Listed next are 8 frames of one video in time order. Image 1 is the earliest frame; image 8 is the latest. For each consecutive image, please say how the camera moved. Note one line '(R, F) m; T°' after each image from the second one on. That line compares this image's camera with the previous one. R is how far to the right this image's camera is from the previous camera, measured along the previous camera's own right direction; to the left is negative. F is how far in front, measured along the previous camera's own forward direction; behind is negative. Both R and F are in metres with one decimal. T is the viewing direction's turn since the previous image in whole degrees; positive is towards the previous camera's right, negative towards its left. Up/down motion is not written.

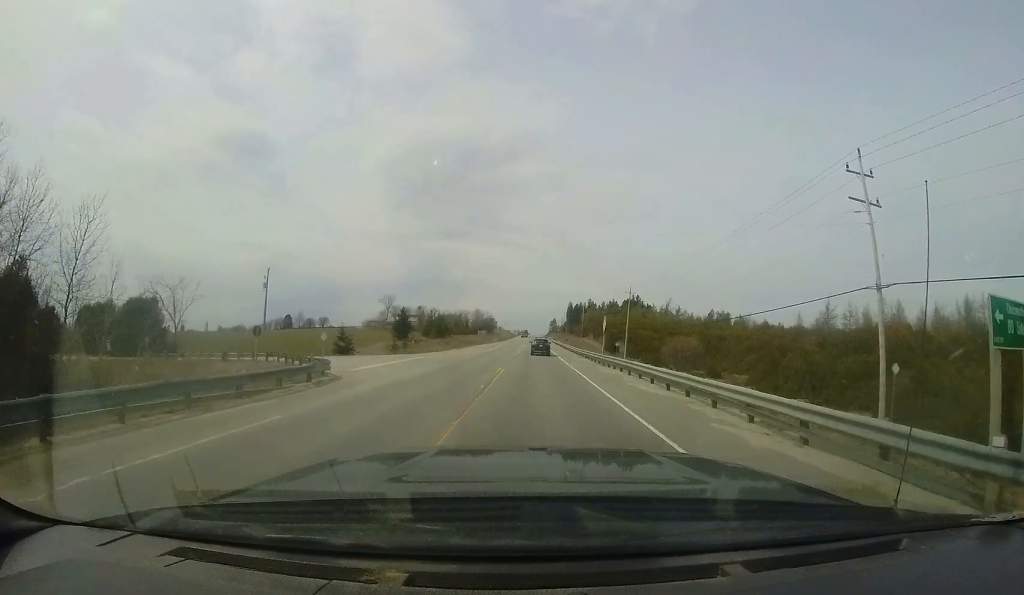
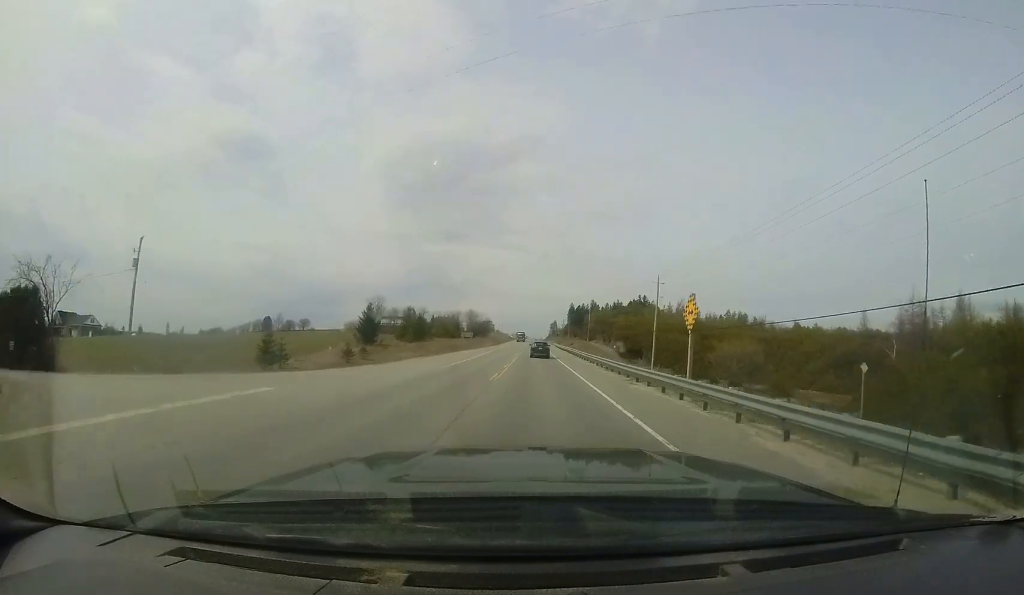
(0.0, +18.2) m; 0°
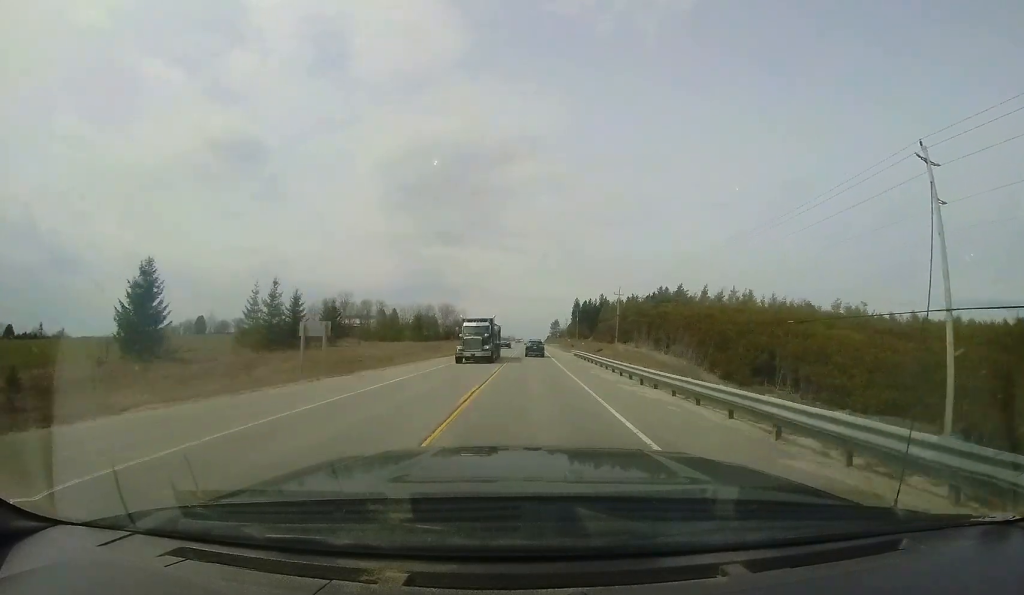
(0.0, +45.5) m; 0°
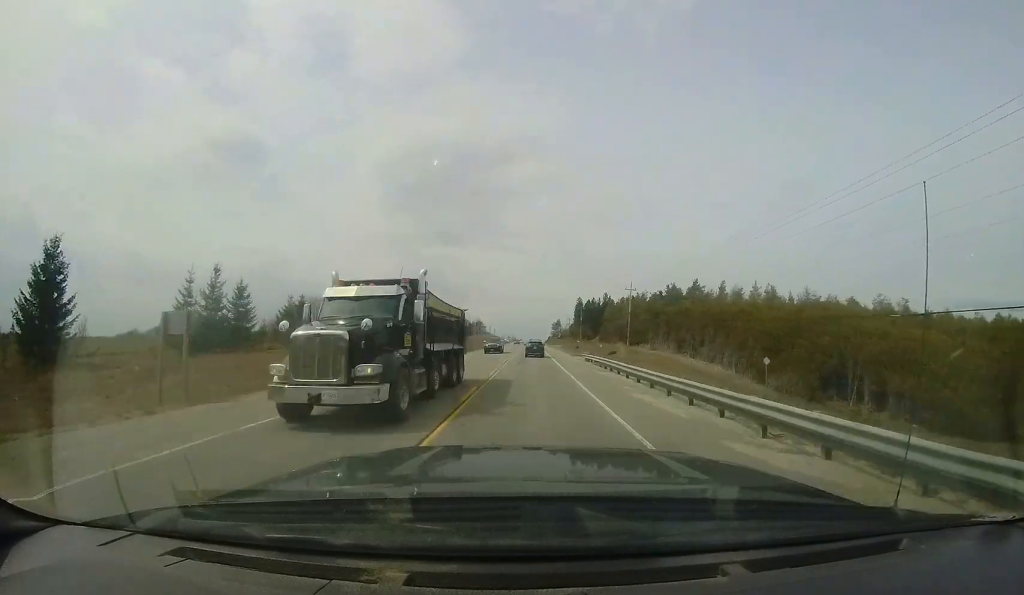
(0.0, +9.1) m; 0°
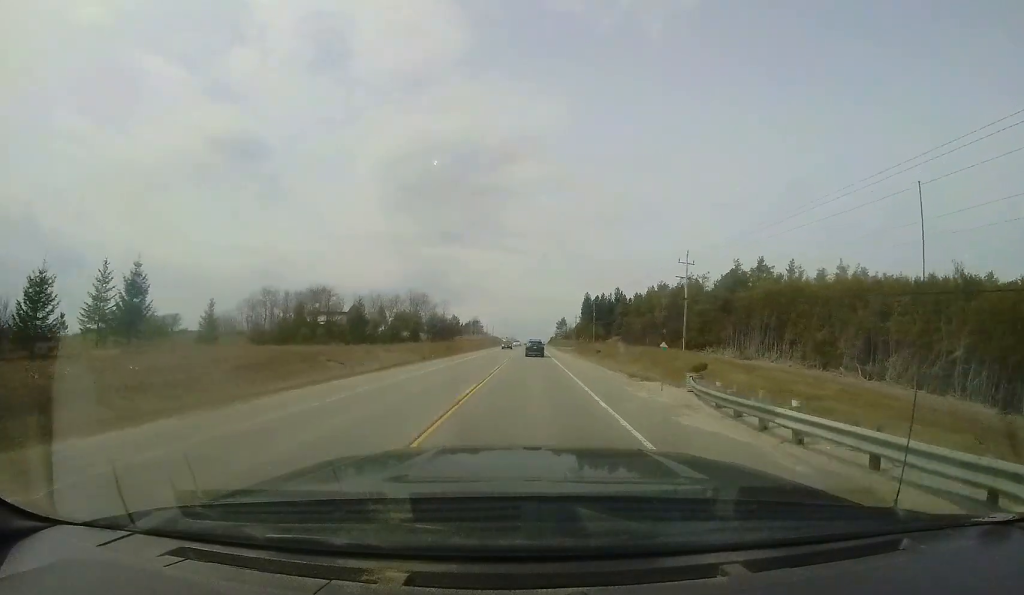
(+0.1, +25.7) m; 0°
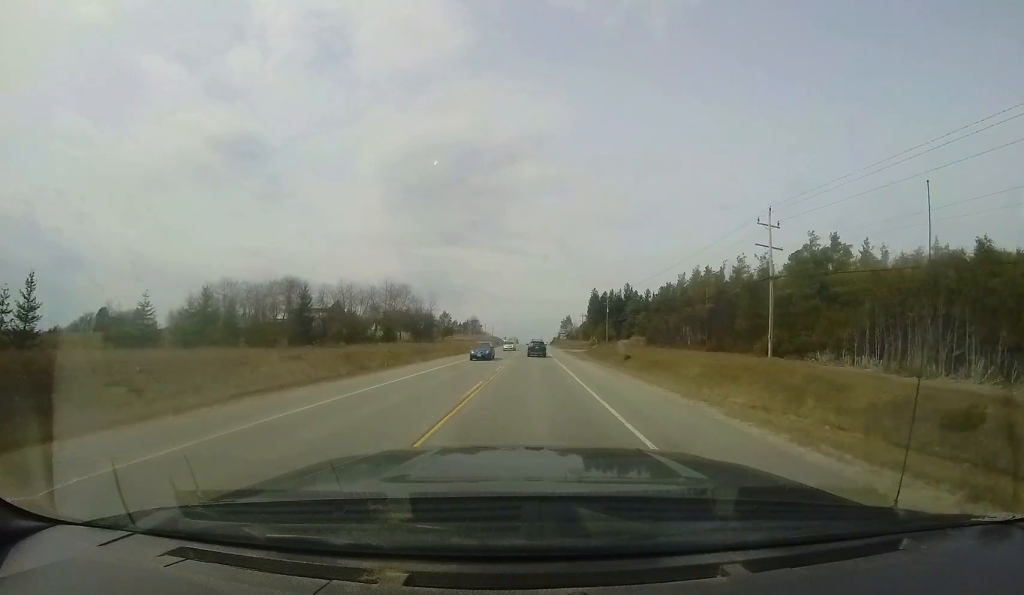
(+0.1, +16.6) m; 0°
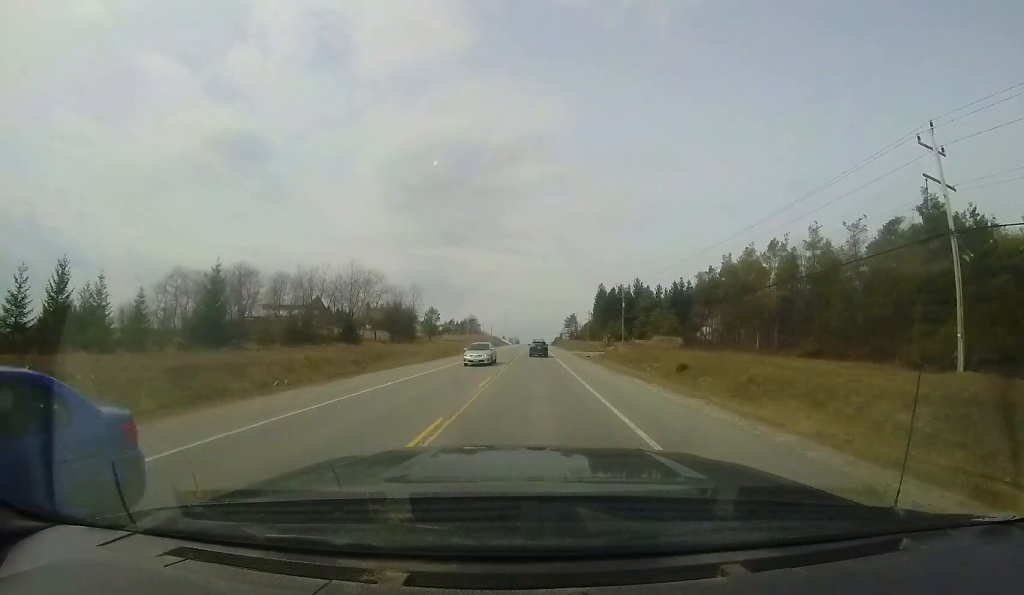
(-0.3, +15.2) m; 0°
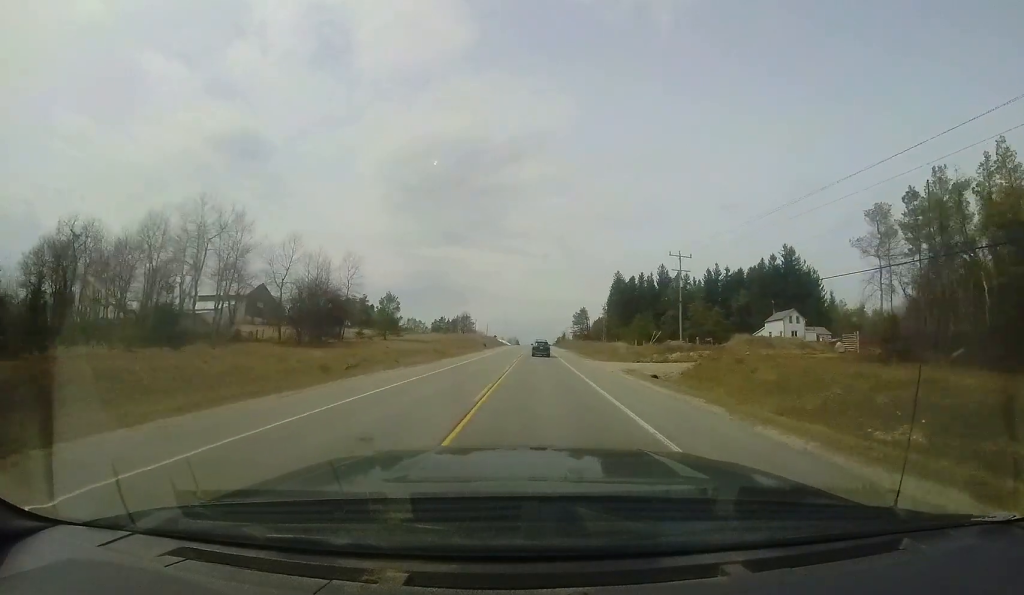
(+0.5, +30.3) m; +1°
